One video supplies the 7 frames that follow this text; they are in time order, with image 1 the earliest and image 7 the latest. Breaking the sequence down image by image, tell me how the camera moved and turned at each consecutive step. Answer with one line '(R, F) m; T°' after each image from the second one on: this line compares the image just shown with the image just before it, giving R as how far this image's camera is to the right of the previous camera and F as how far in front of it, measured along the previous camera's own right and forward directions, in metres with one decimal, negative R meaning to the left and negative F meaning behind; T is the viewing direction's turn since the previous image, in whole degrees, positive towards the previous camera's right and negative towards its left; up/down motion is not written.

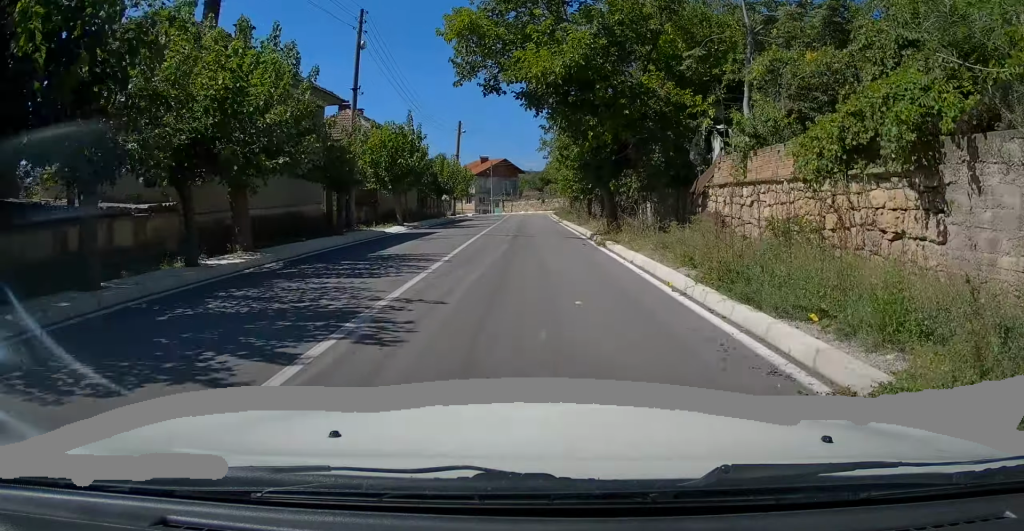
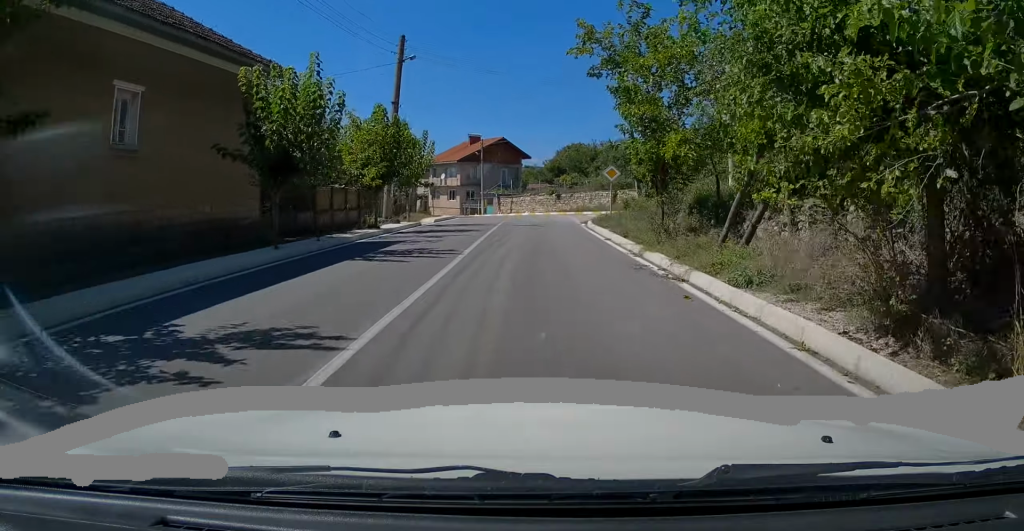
(-0.2, +27.5) m; +2°
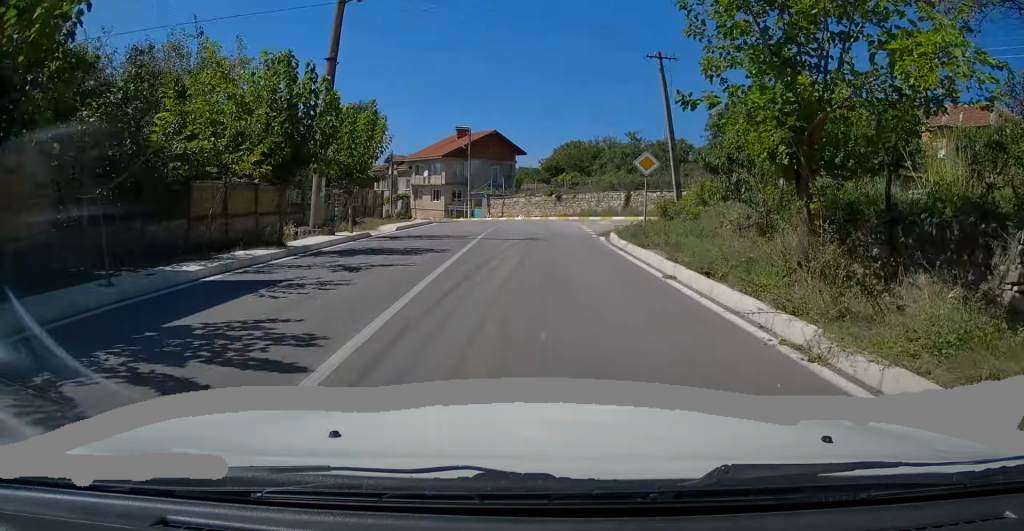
(+0.1, +8.5) m; 0°
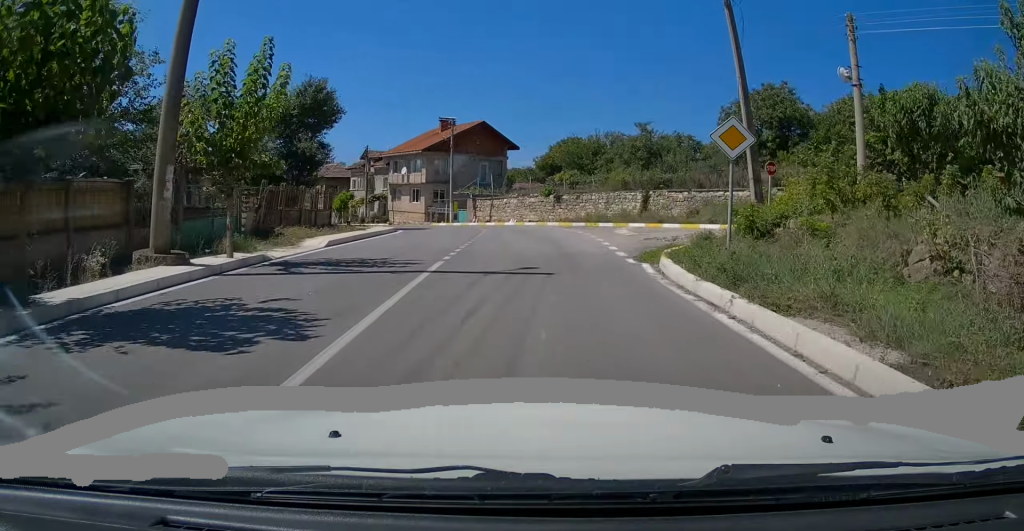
(0.0, +7.9) m; -1°
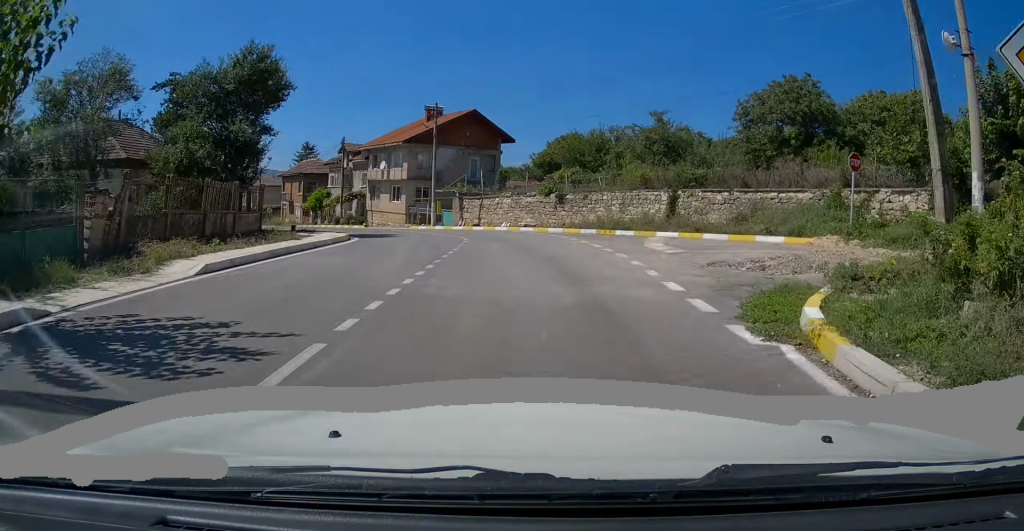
(-0.2, +6.6) m; -1°
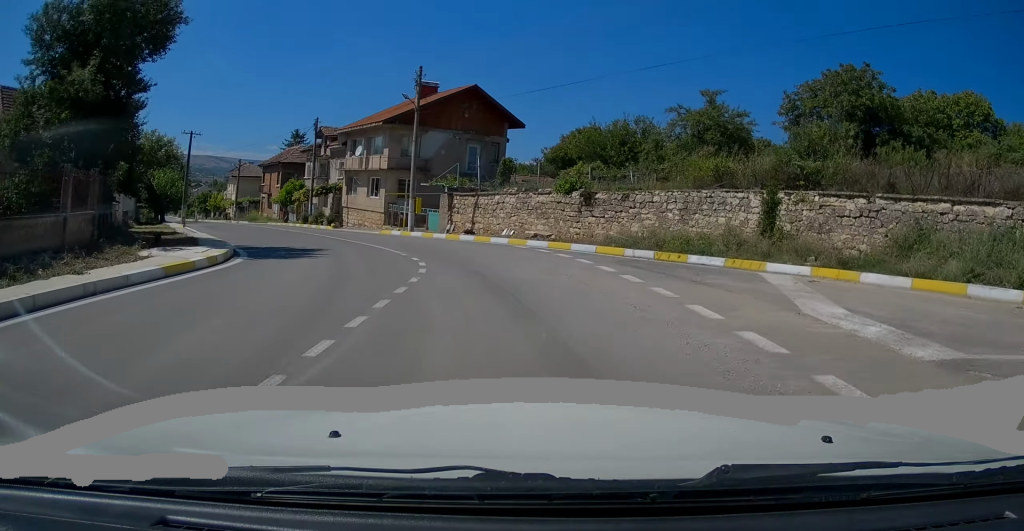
(0.0, +9.5) m; -4°
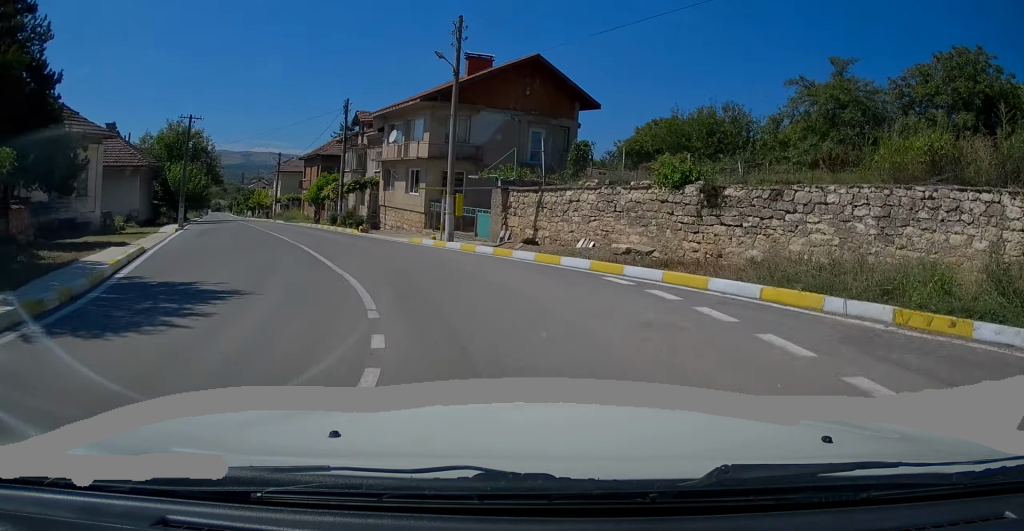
(-0.4, +7.6) m; -6°
